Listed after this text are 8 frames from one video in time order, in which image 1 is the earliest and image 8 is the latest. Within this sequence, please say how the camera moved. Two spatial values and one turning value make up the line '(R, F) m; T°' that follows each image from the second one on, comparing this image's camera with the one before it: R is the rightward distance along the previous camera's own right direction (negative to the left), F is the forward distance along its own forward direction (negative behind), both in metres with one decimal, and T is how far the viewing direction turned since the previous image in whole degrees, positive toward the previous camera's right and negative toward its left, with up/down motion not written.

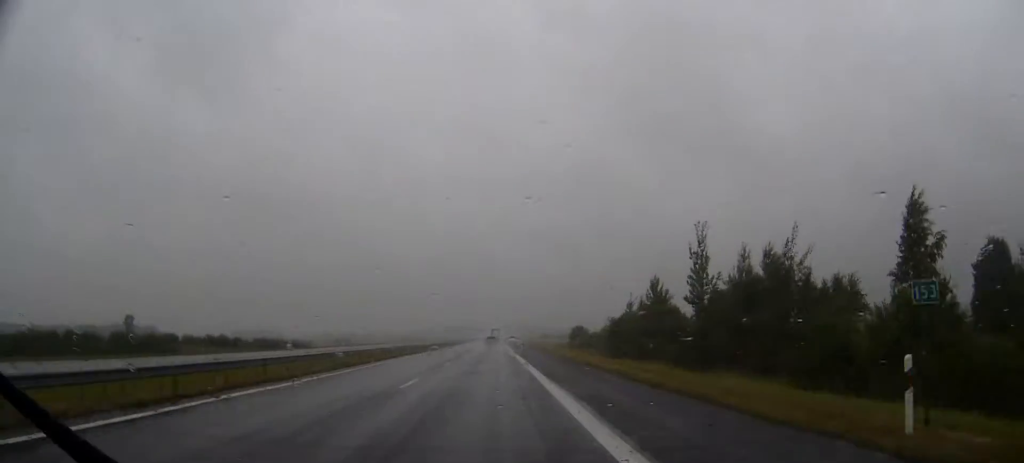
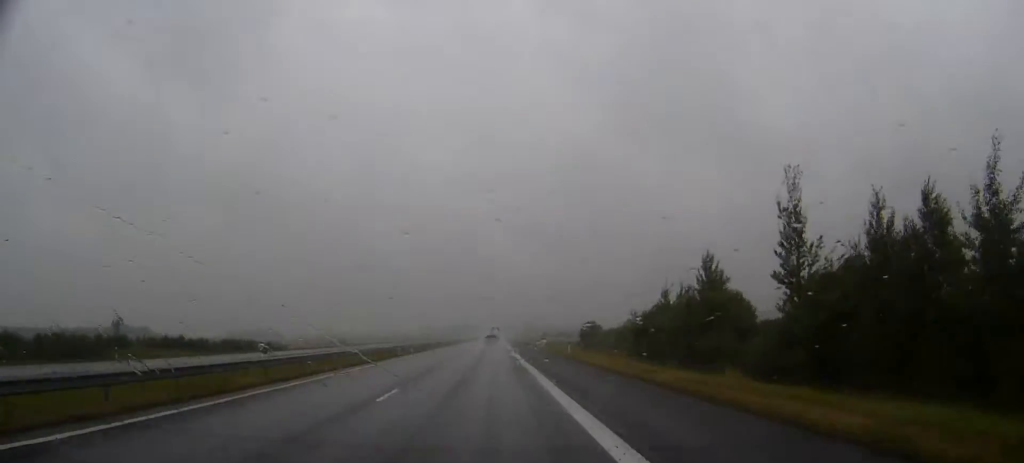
(0.0, +19.7) m; 0°
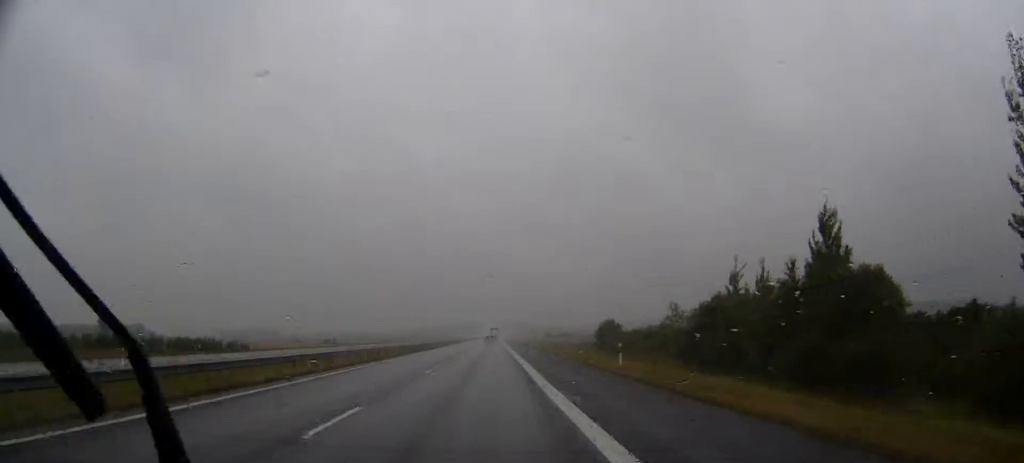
(0.0, +21.5) m; 0°
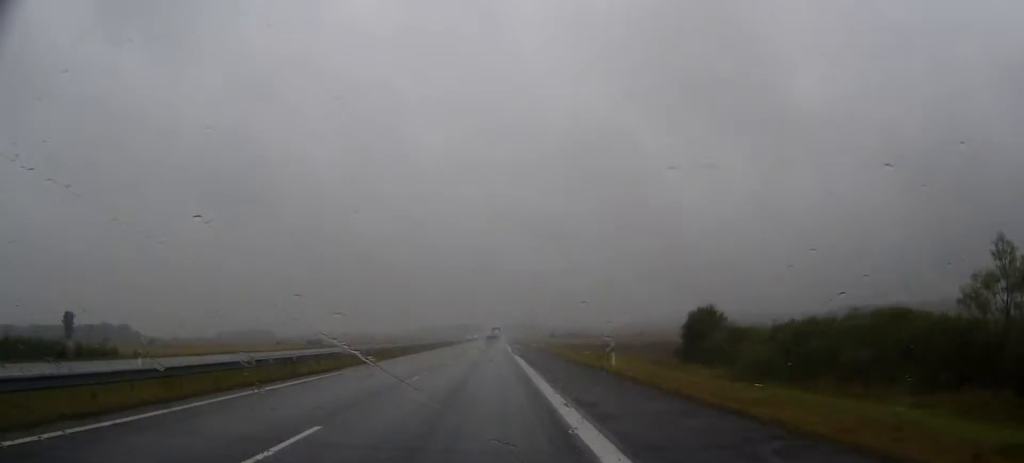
(-0.1, +50.6) m; 0°
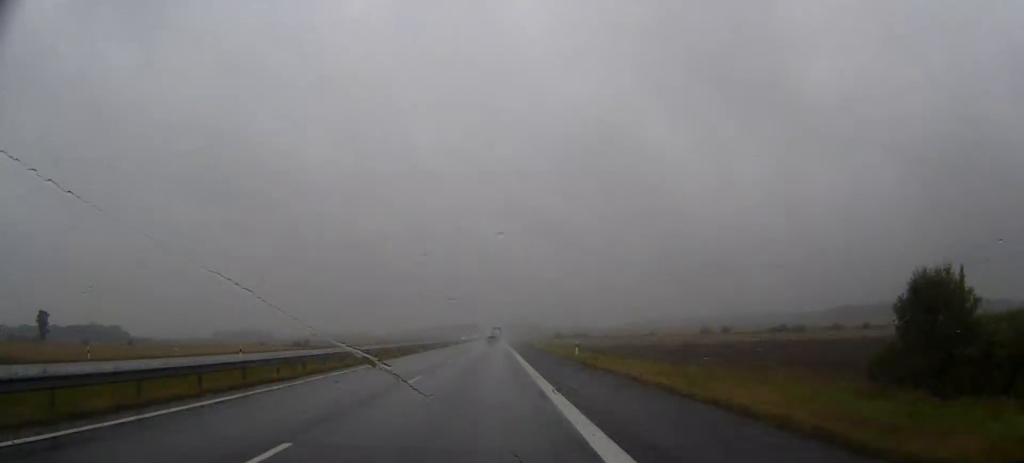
(0.0, +33.7) m; 0°
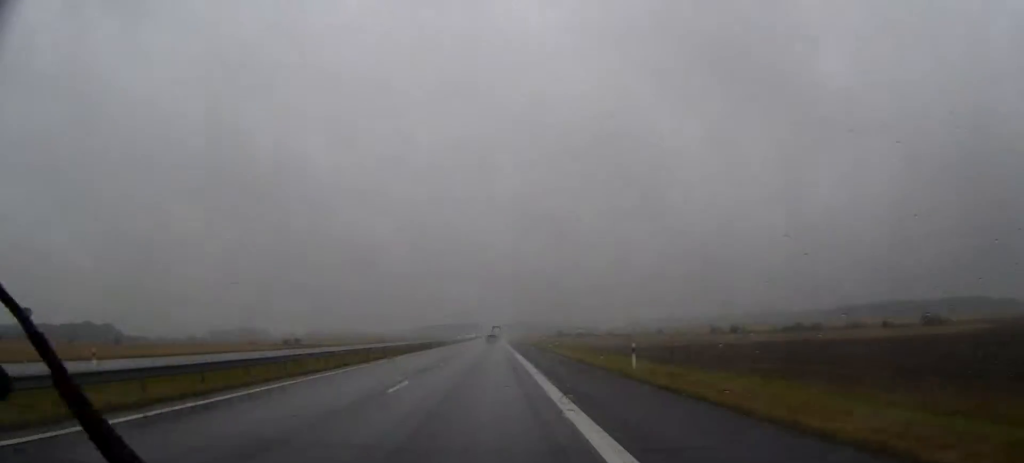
(0.0, +19.7) m; 0°
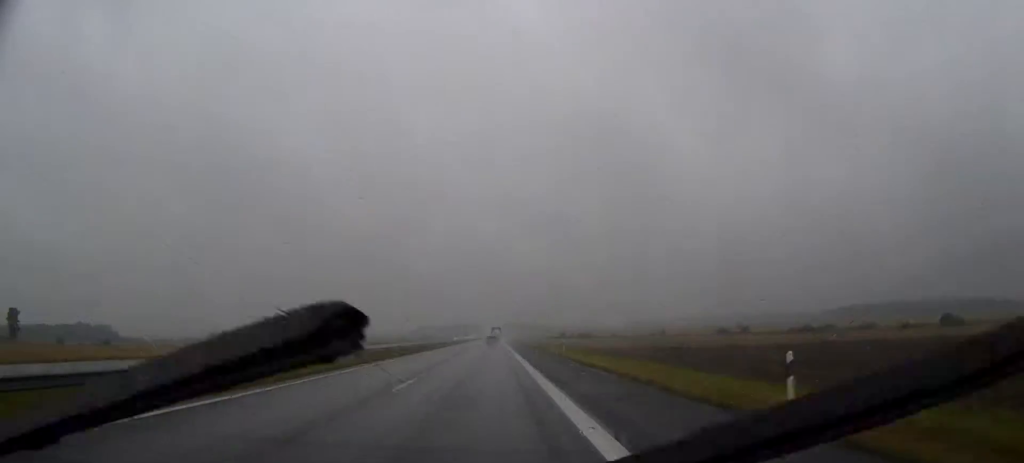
(0.0, +15.0) m; 0°
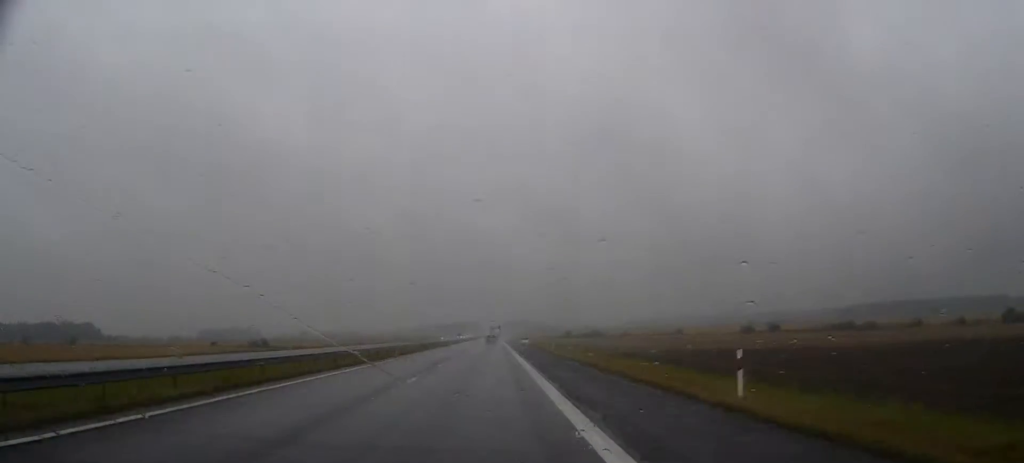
(-0.1, +46.8) m; 0°
